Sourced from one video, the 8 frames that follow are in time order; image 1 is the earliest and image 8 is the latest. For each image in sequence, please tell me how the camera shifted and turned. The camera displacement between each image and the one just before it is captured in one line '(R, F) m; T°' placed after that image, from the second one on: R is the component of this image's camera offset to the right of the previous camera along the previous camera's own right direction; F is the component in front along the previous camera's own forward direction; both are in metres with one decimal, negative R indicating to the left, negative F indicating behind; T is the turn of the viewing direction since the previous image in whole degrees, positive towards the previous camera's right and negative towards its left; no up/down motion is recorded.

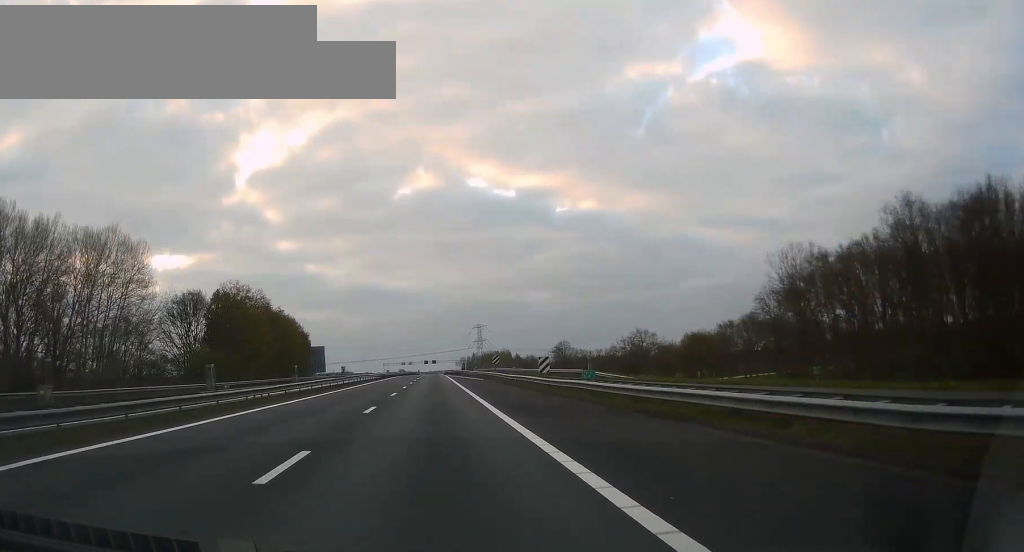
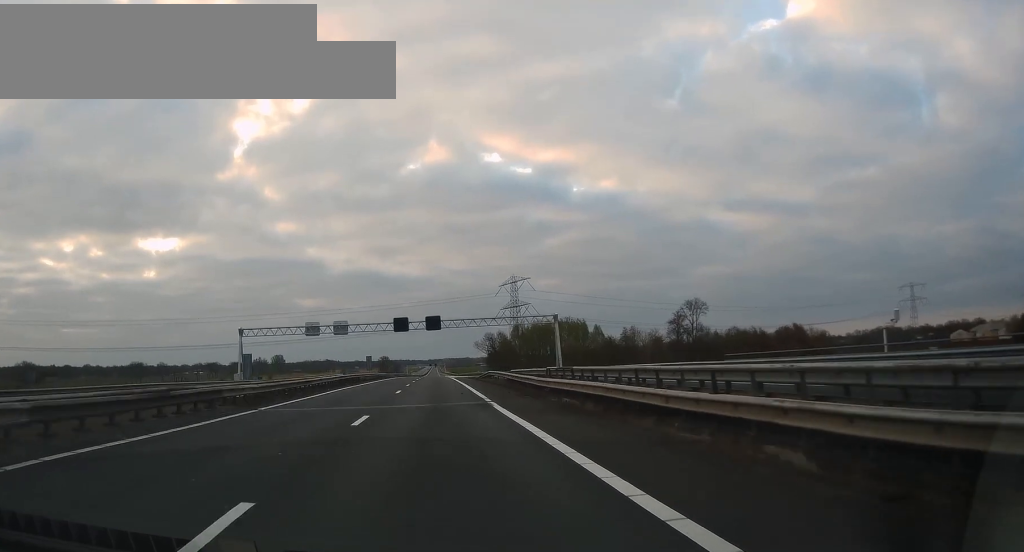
(0.0, +306.5) m; 0°
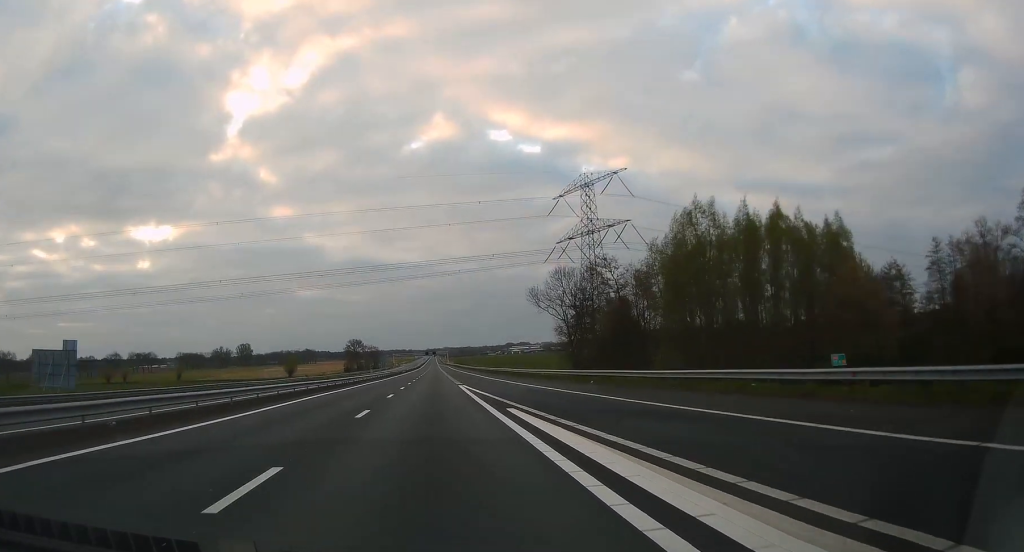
(+0.8, +171.9) m; 0°
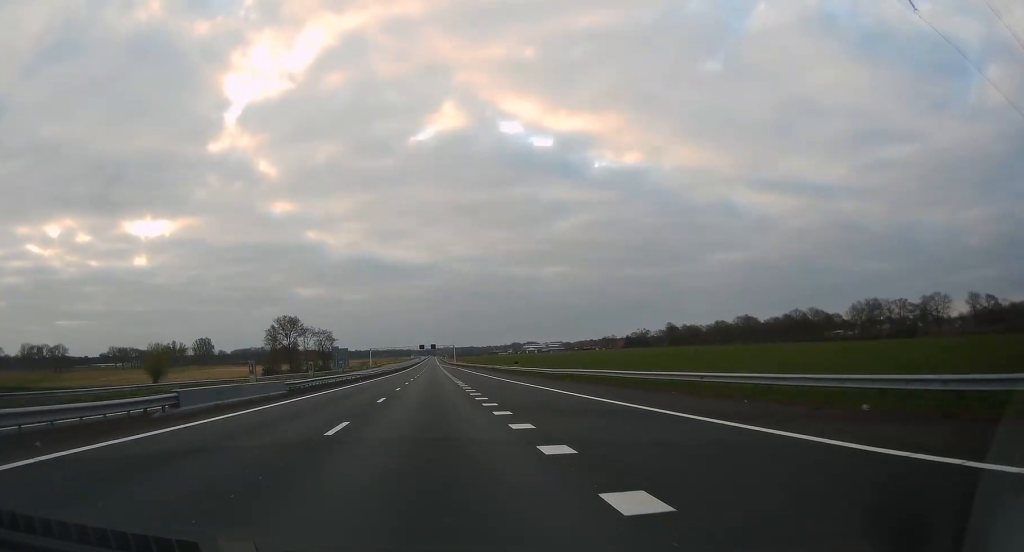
(-0.6, +135.3) m; 0°
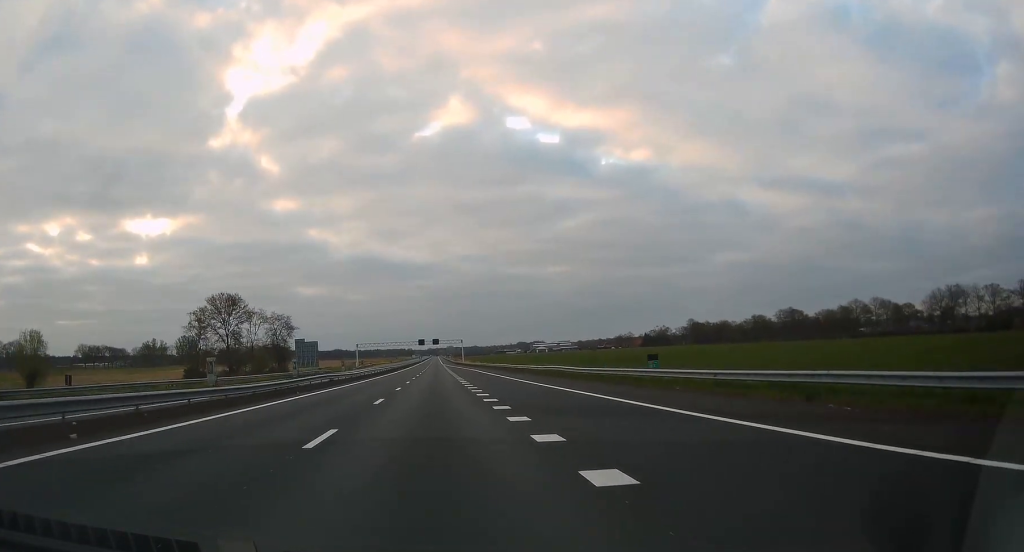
(-0.2, +49.1) m; 0°
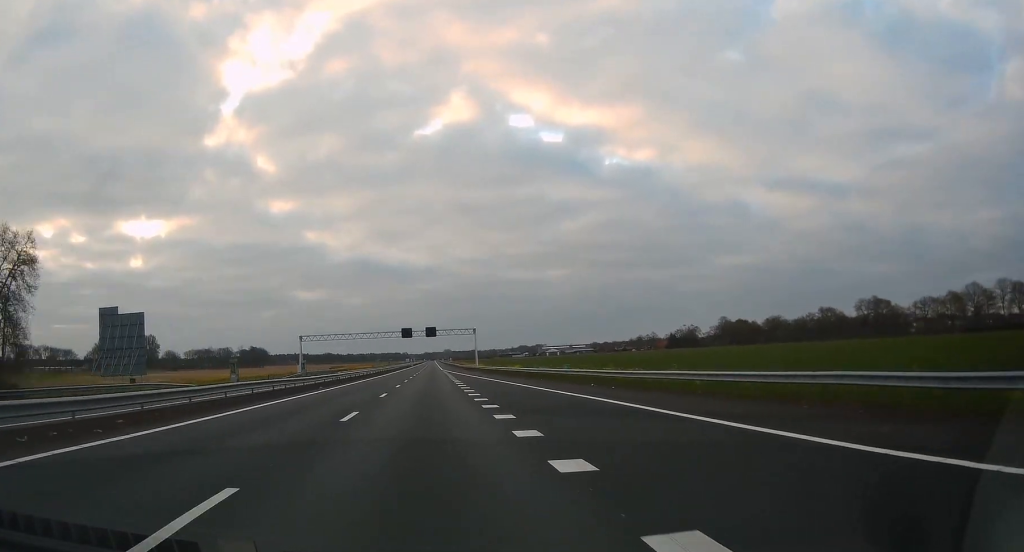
(+0.1, +68.8) m; 0°
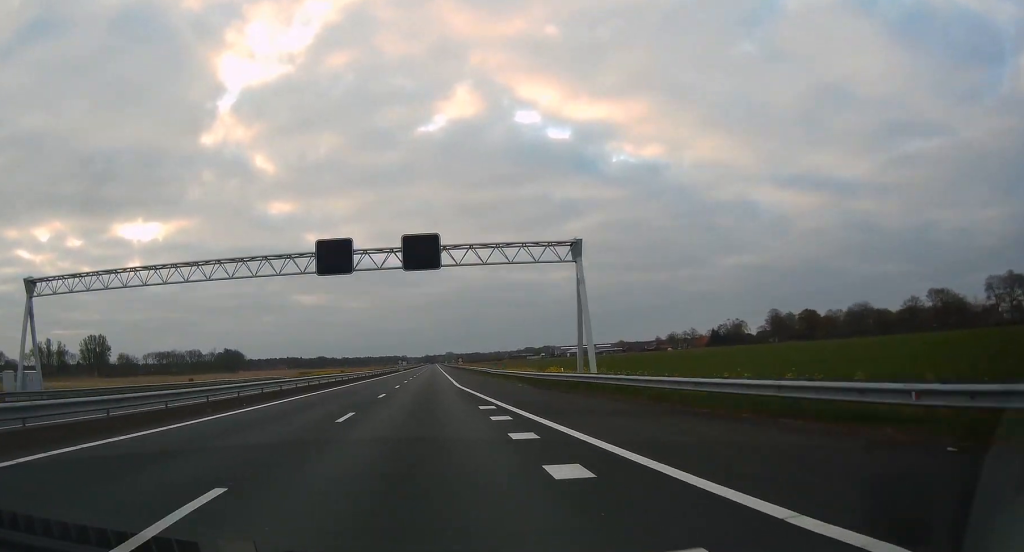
(+0.2, +78.9) m; 0°
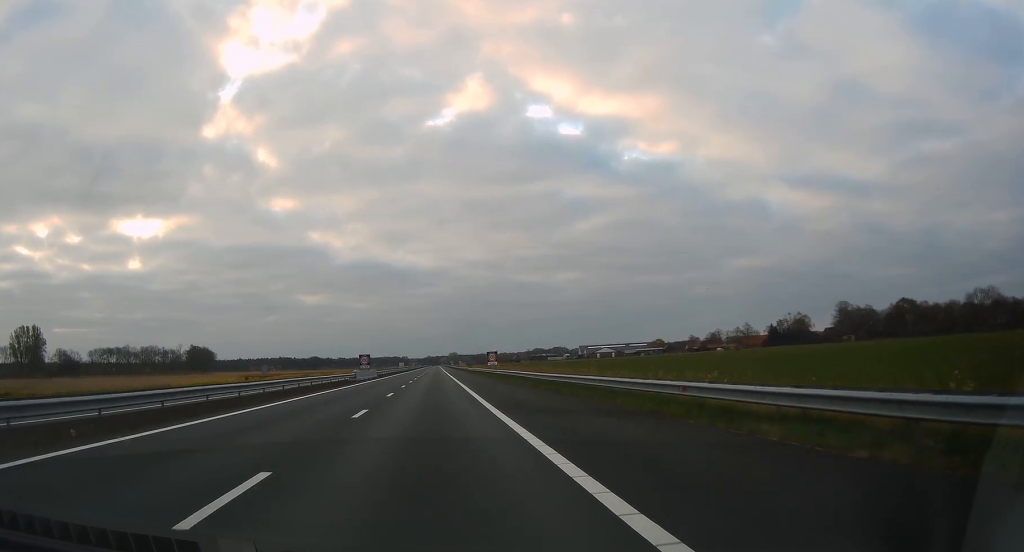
(-0.3, +107.1) m; 0°
